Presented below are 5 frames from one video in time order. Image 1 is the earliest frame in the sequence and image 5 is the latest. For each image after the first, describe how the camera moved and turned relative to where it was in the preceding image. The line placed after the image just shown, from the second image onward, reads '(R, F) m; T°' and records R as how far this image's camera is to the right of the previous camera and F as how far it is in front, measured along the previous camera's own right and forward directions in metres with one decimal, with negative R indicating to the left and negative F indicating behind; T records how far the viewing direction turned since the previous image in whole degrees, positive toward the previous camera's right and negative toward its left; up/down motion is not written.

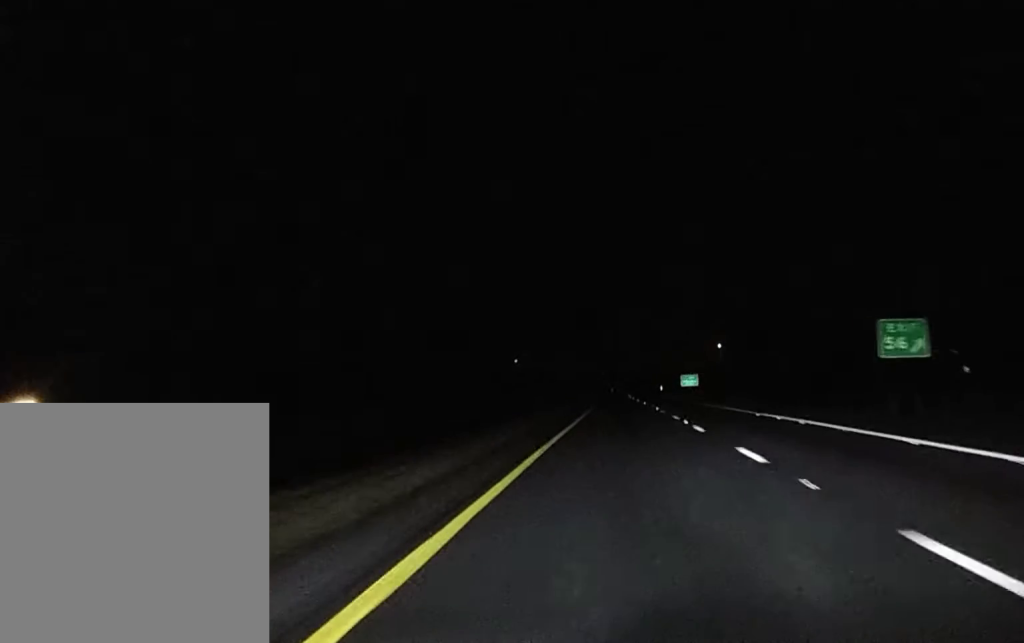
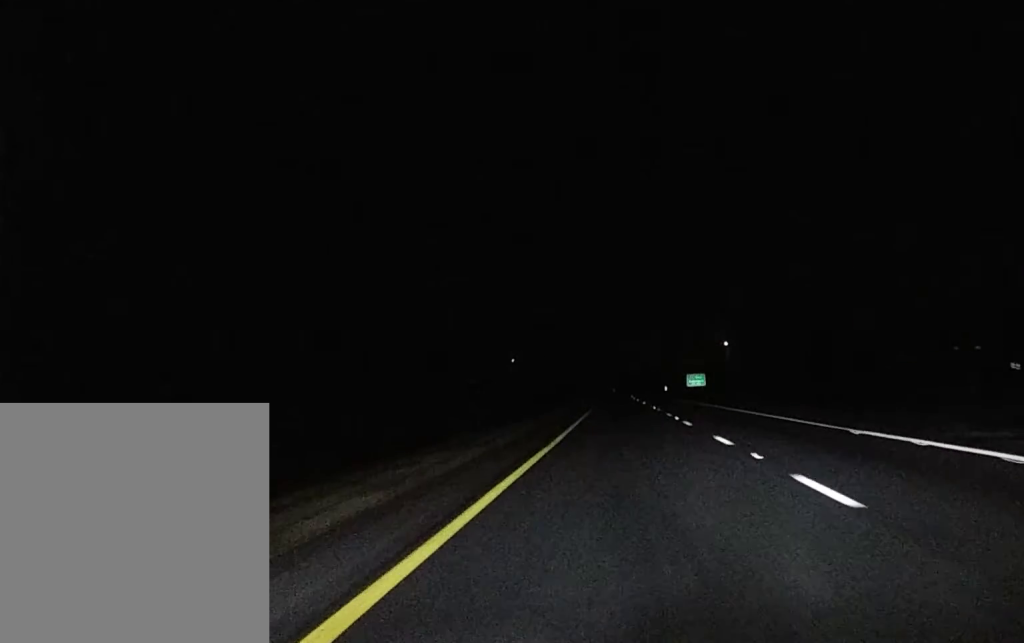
(0.0, +18.9) m; 0°
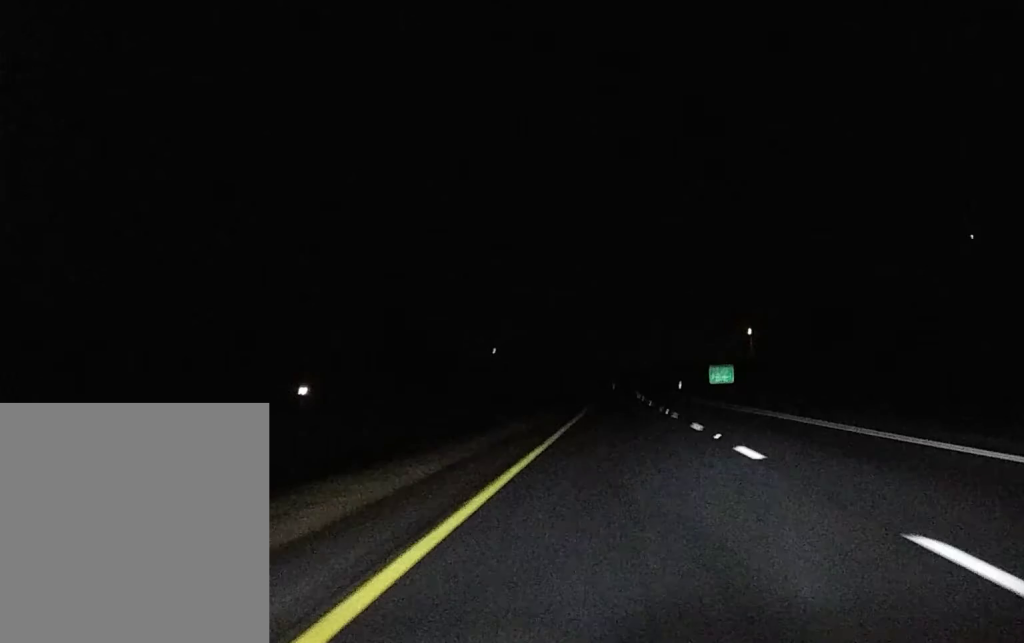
(+0.6, +69.3) m; 0°
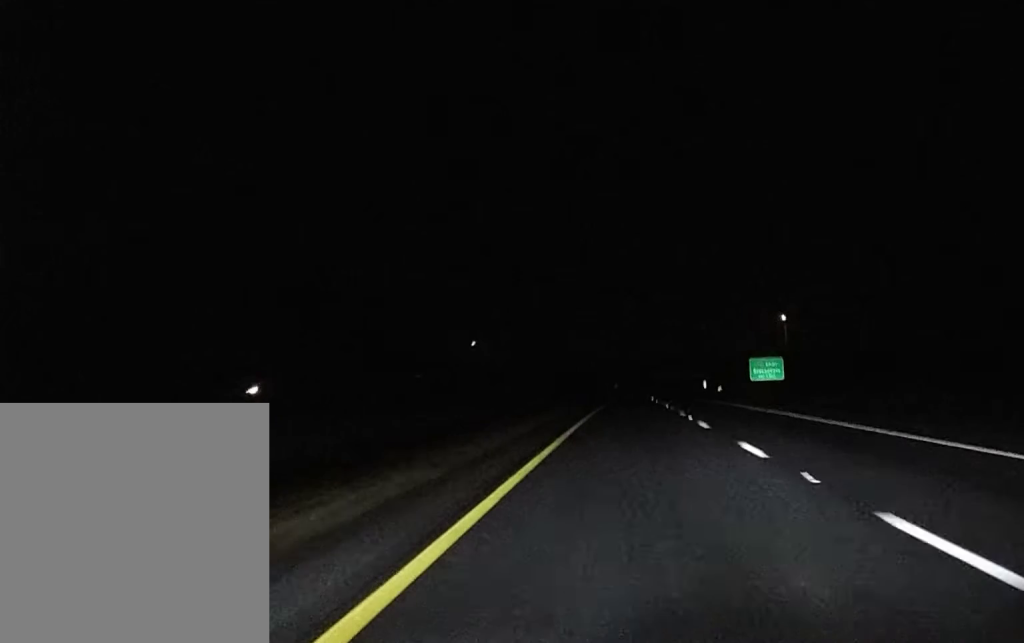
(-0.1, +52.3) m; 0°
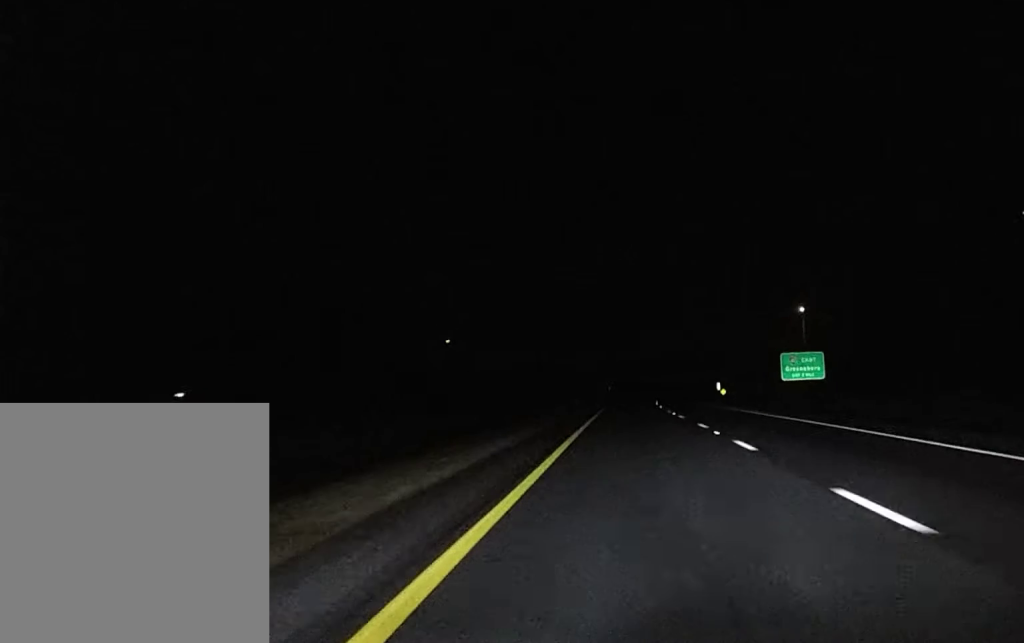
(+0.1, +27.3) m; 0°
